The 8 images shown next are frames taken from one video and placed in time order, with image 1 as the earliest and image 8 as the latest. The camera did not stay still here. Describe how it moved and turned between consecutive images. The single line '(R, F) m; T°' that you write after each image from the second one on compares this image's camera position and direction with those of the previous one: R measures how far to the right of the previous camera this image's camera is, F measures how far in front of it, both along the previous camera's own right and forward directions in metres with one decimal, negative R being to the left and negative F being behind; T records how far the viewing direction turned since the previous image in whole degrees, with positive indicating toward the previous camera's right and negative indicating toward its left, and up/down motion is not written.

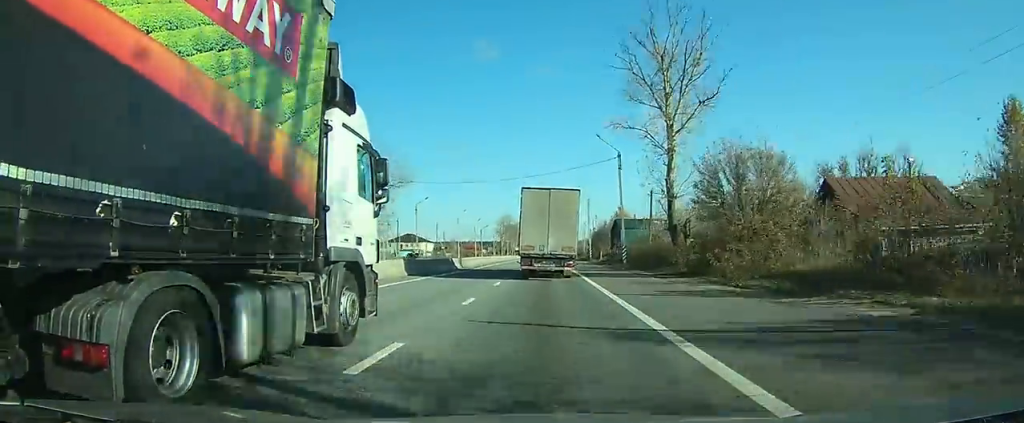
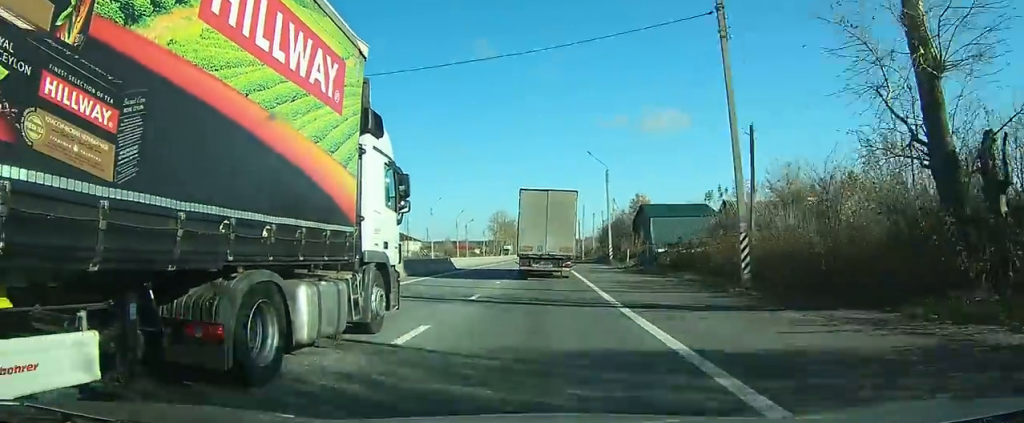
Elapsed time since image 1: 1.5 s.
(+0.2, +28.3) m; 0°
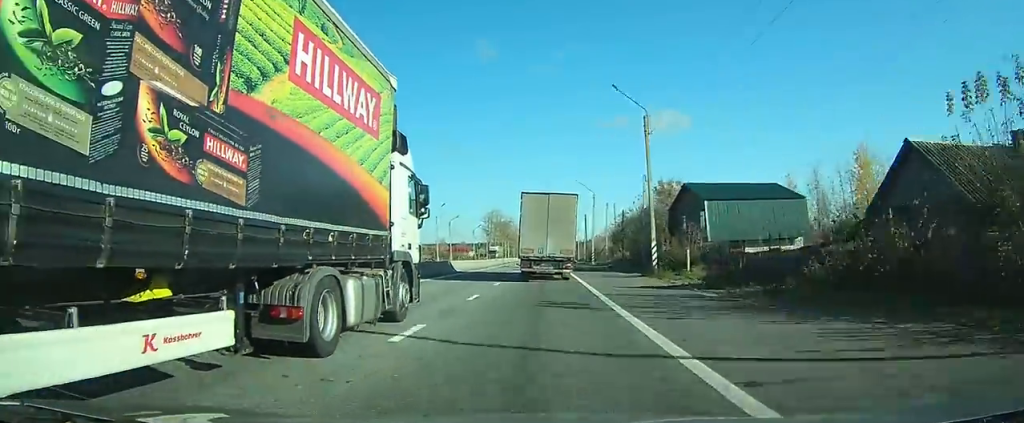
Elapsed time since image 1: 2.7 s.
(0.0, +22.8) m; 0°
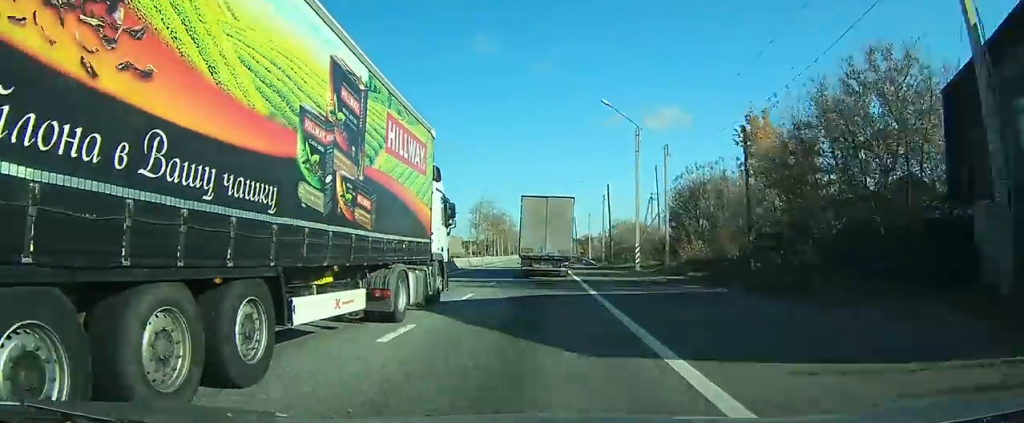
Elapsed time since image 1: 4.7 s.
(0.0, +40.0) m; 0°
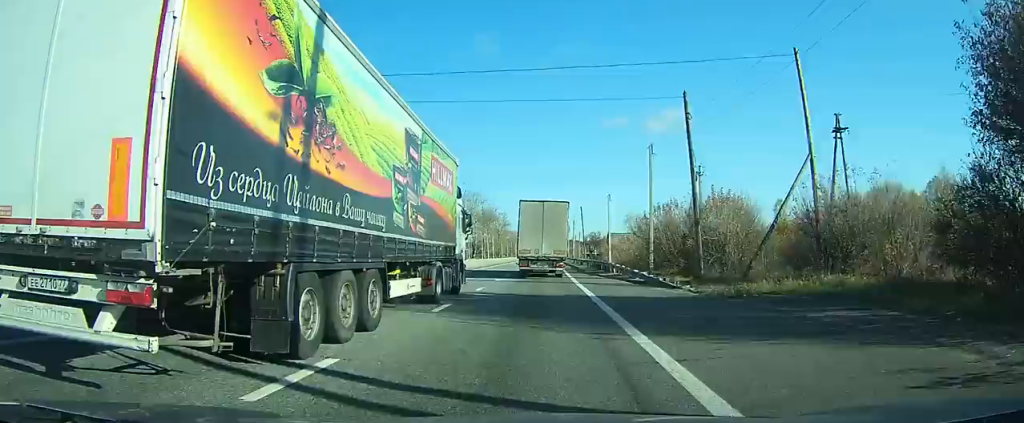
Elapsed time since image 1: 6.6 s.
(+0.1, +37.3) m; 0°
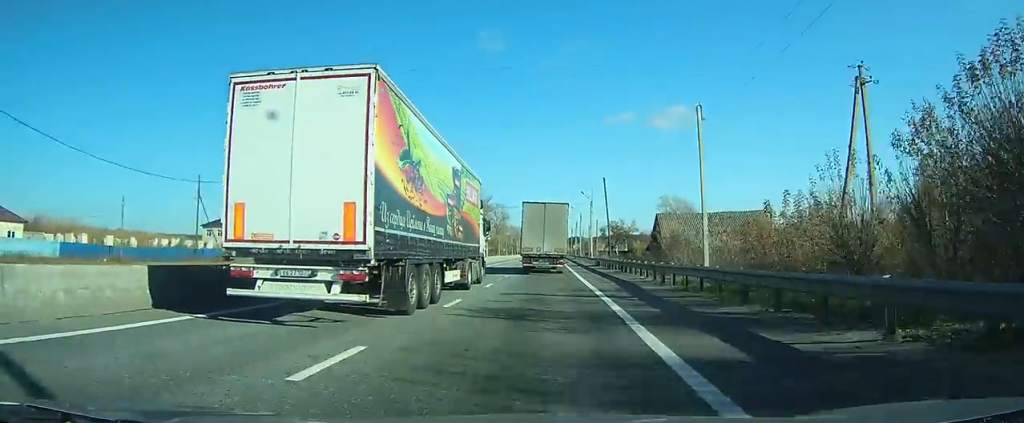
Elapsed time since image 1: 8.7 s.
(0.0, +40.3) m; 0°
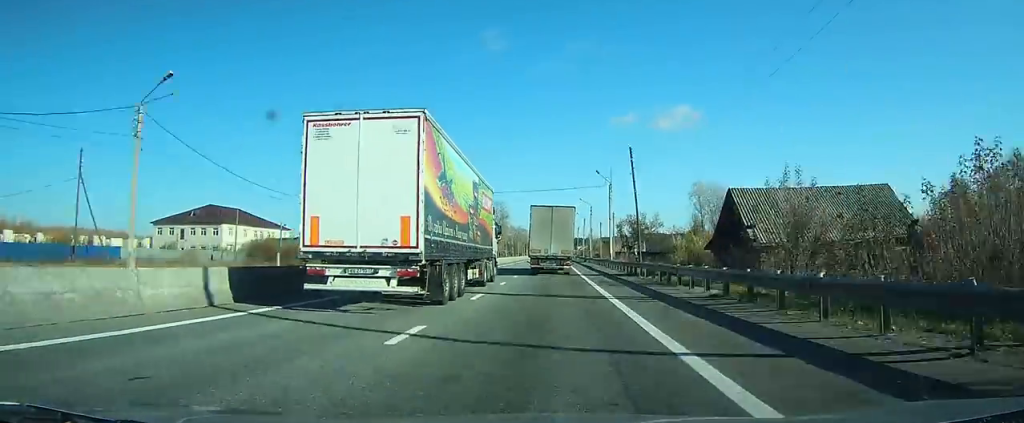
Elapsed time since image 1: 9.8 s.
(0.0, +21.6) m; 0°
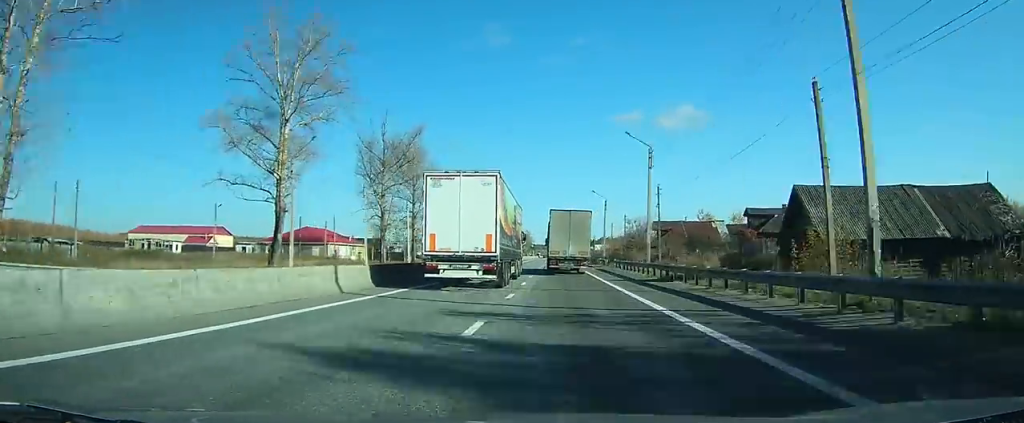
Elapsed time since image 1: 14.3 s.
(+0.2, +83.4) m; 0°
